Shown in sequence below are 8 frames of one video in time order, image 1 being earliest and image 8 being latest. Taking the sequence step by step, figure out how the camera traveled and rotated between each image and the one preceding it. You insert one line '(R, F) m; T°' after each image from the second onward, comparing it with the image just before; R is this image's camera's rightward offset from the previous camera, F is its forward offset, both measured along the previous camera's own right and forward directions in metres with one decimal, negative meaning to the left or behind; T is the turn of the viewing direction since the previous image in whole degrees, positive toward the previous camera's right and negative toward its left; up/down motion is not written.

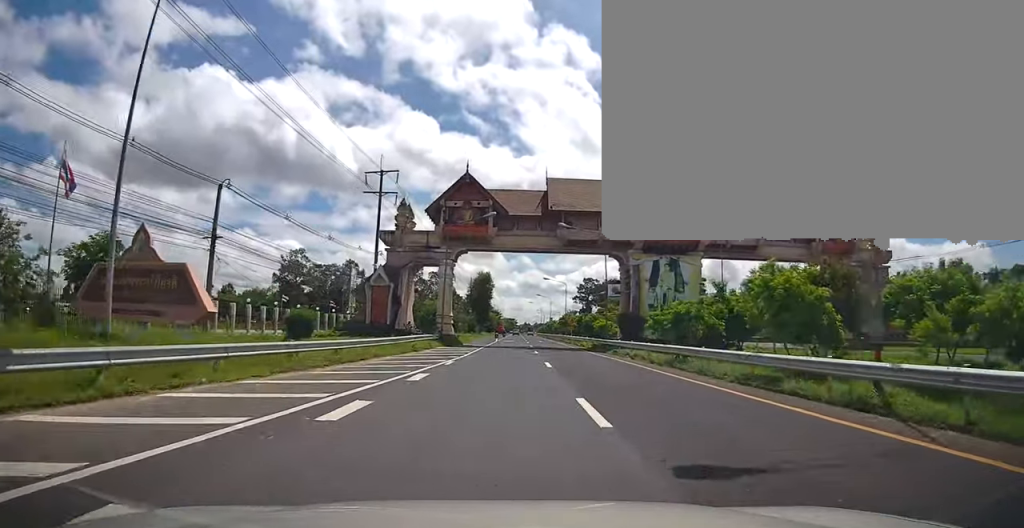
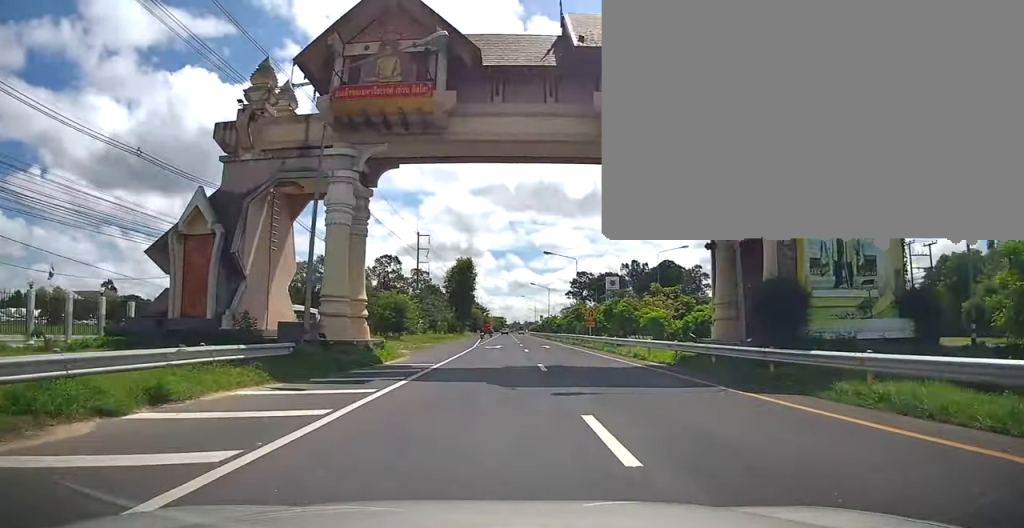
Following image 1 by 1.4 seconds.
(+0.1, +25.7) m; +1°
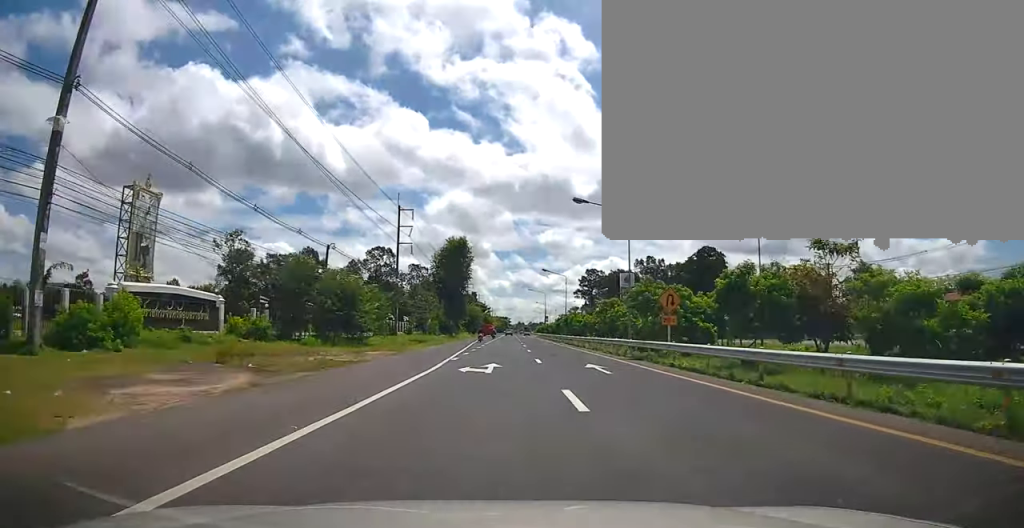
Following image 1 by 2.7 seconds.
(0.0, +23.2) m; 0°
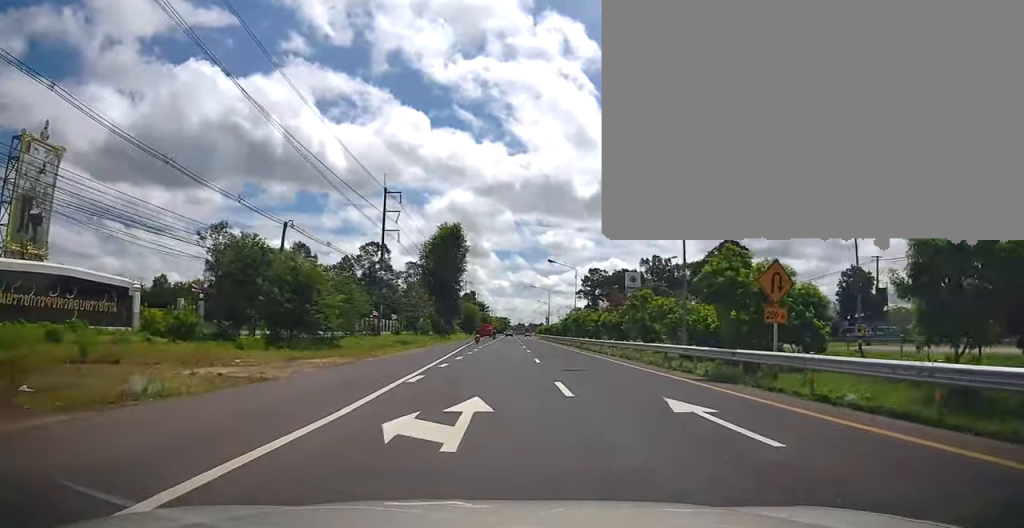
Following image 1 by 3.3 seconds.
(0.0, +10.5) m; 0°
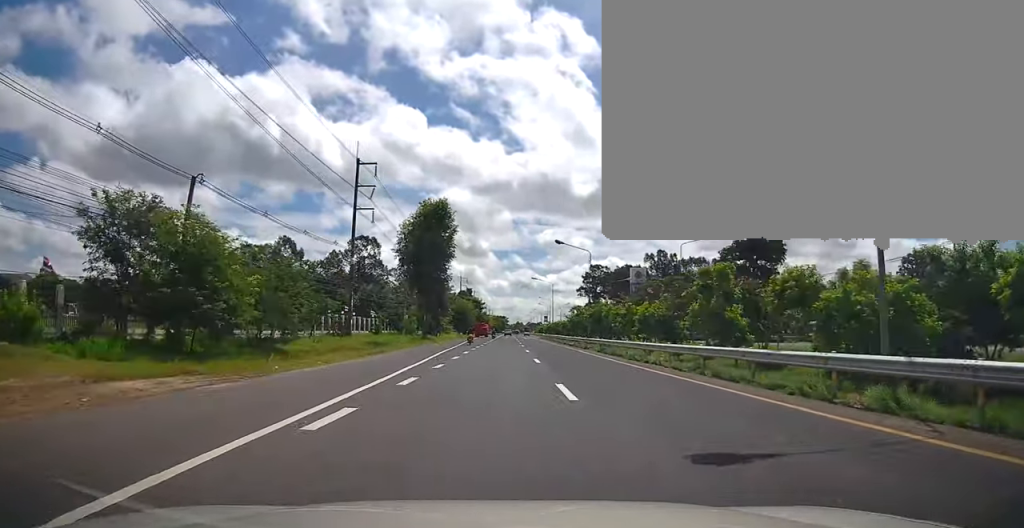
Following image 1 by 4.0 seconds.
(+0.3, +12.9) m; 0°
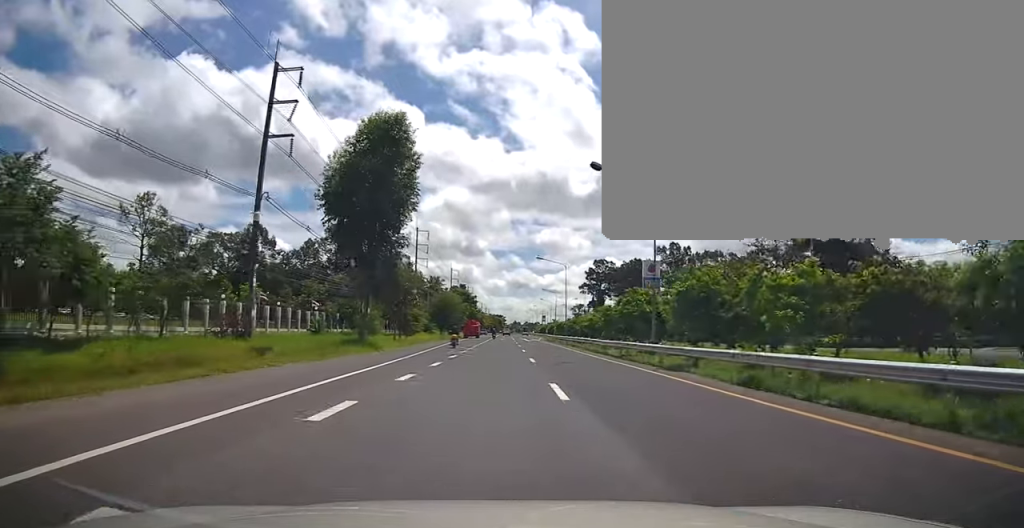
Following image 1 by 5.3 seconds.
(-0.4, +23.6) m; -1°
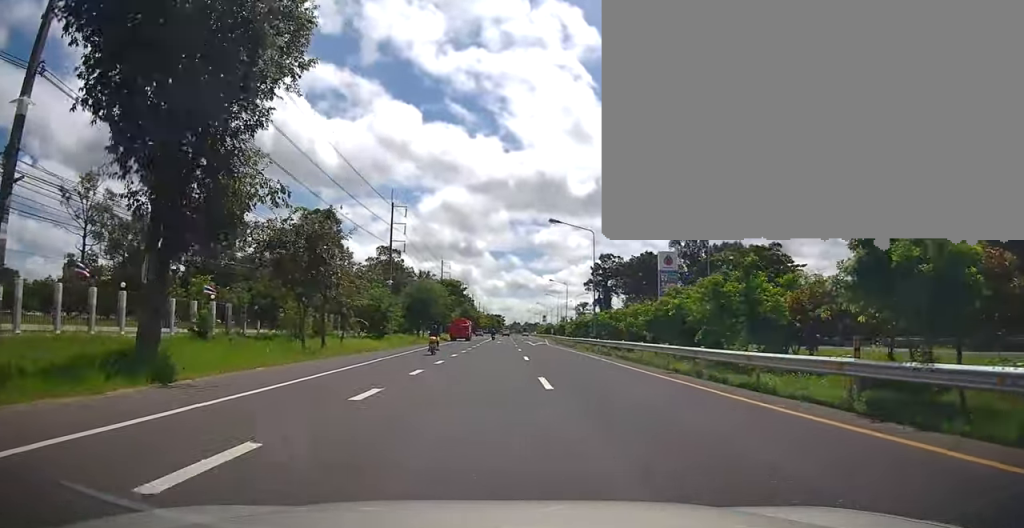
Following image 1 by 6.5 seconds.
(+0.2, +21.9) m; +1°
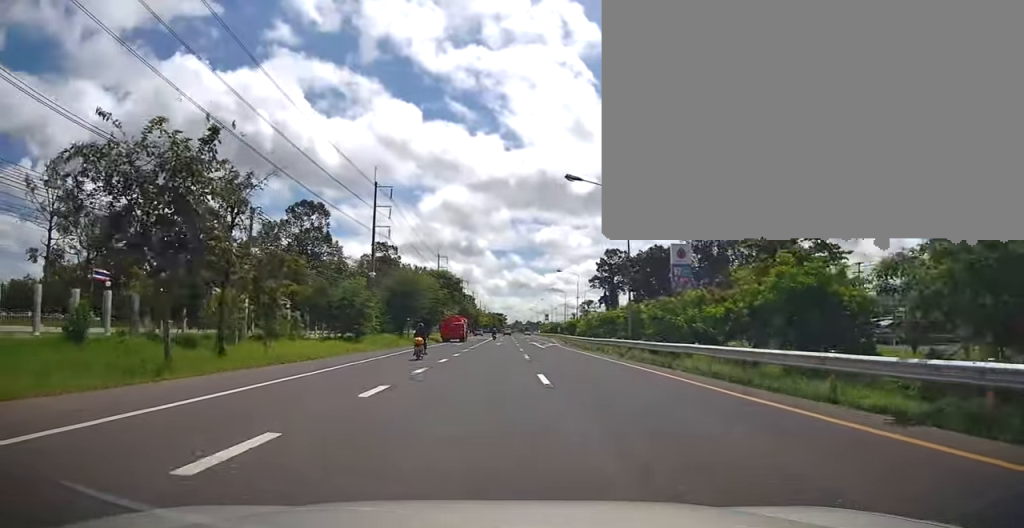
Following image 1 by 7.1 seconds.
(+0.2, +11.5) m; 0°
